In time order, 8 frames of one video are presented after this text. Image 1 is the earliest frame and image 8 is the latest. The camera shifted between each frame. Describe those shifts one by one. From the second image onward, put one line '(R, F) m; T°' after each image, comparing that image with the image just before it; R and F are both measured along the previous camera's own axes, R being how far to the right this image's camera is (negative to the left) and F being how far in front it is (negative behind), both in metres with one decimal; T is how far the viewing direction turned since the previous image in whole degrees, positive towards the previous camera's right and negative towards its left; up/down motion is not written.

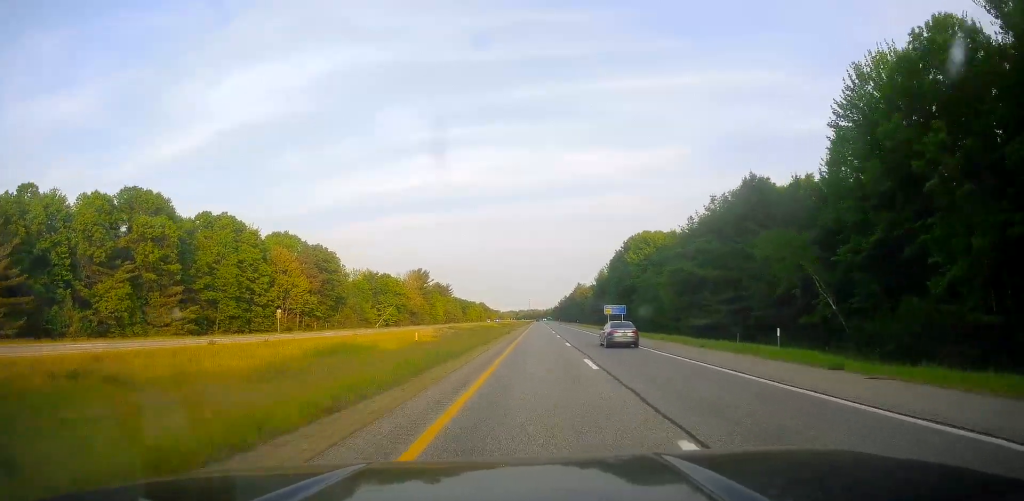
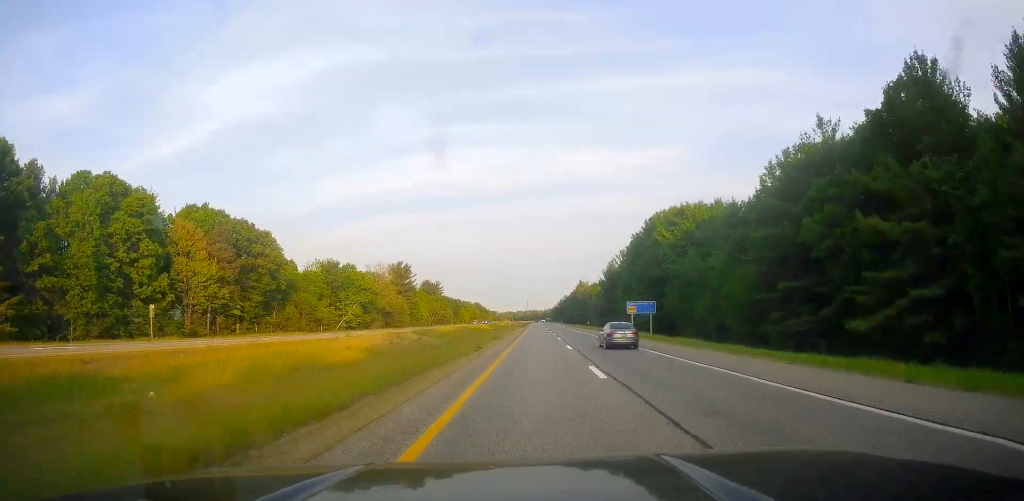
(0.0, +33.6) m; 0°
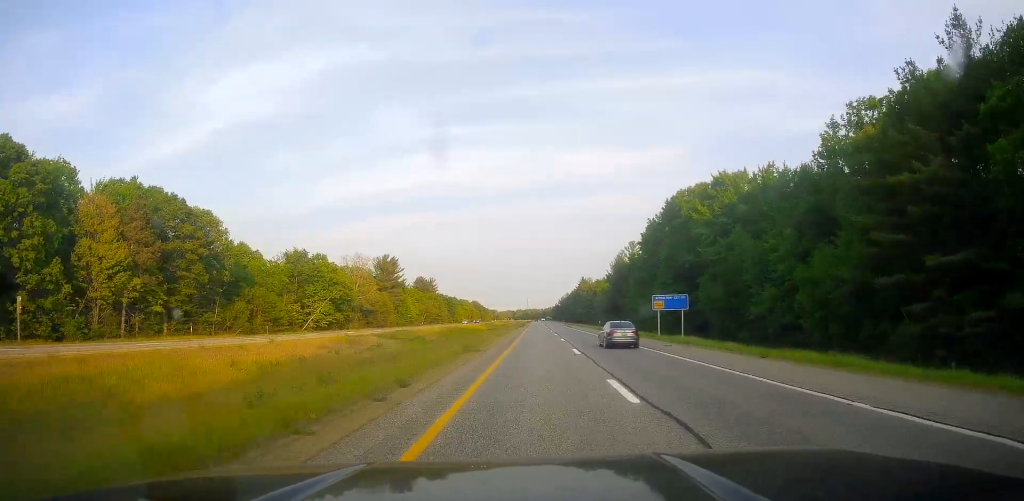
(0.0, +20.4) m; 0°
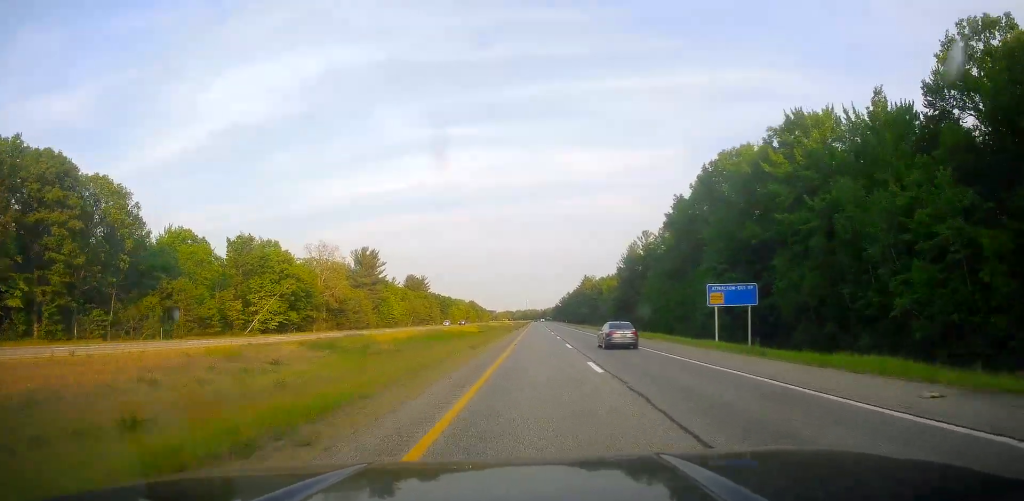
(0.0, +24.0) m; 0°
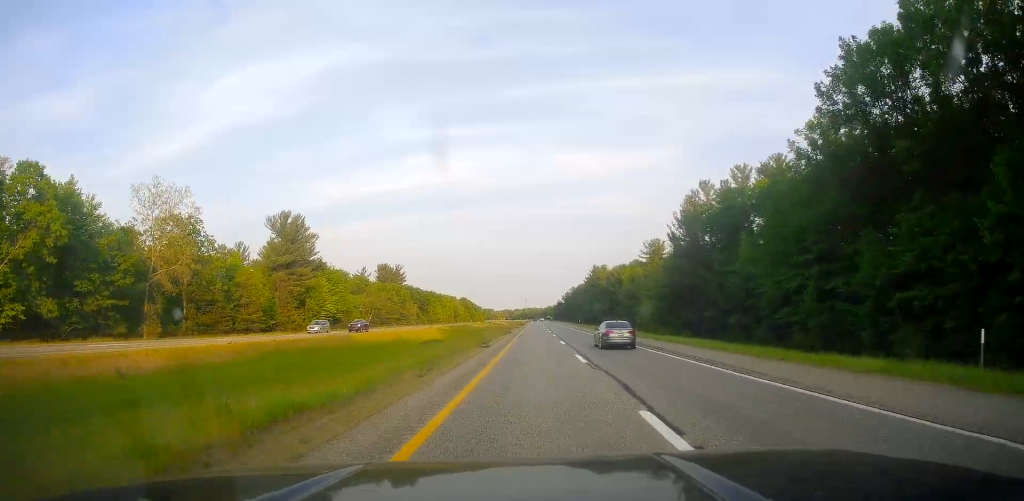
(-0.1, +57.6) m; 0°
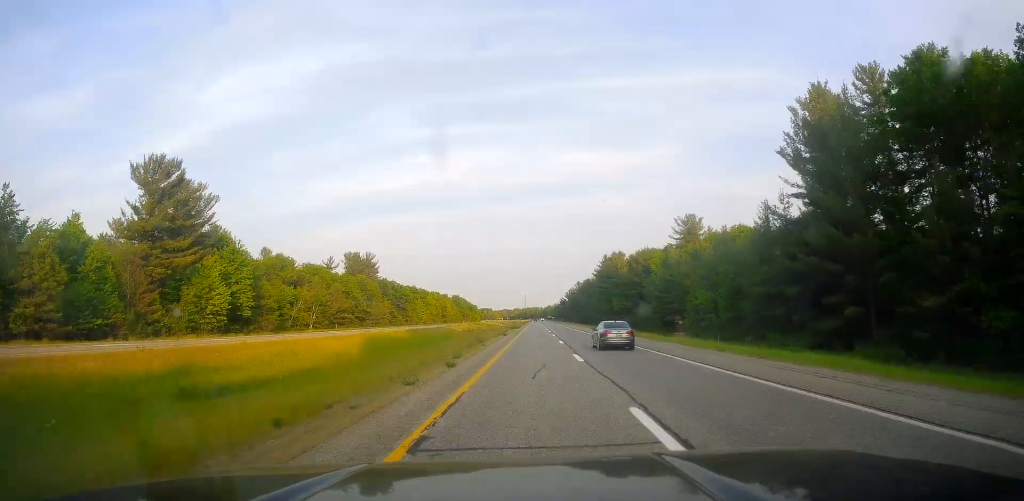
(+0.5, +45.6) m; +1°
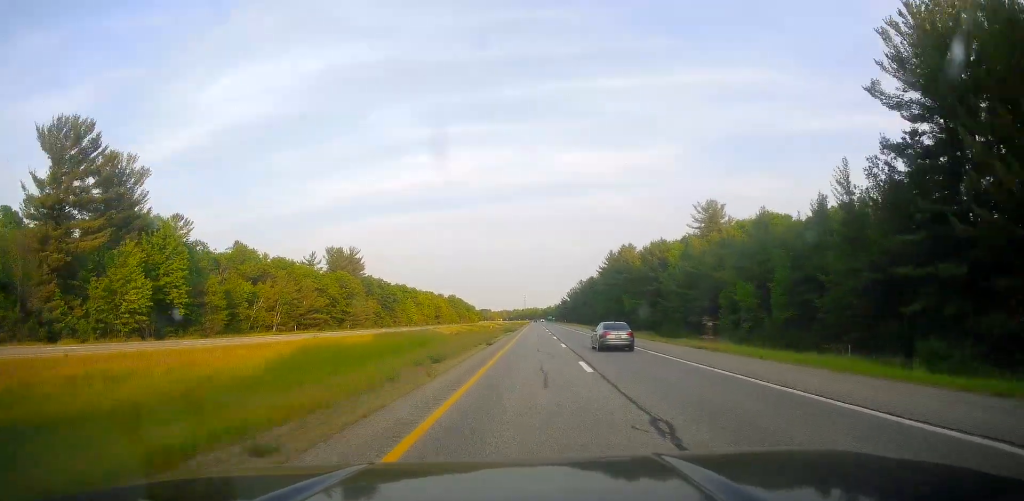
(+0.6, +19.2) m; 0°
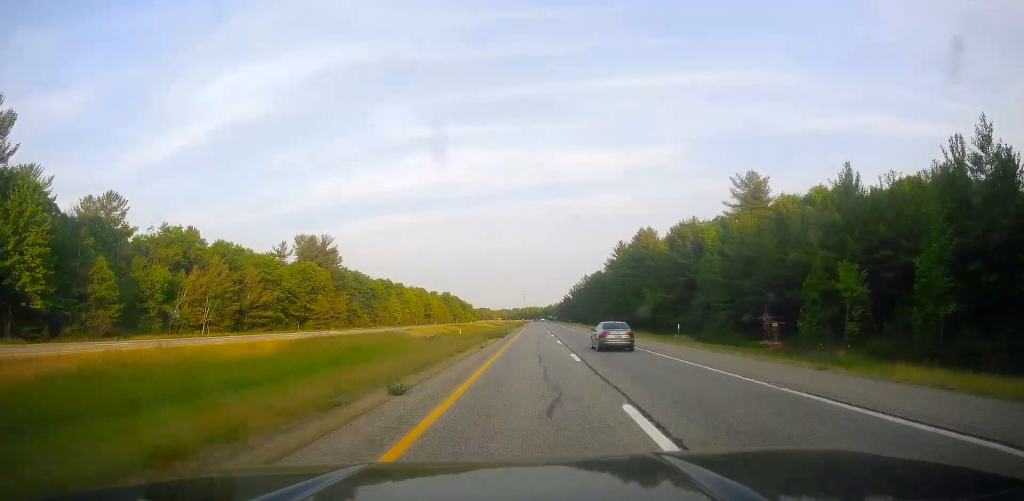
(-0.6, +26.4) m; -1°
